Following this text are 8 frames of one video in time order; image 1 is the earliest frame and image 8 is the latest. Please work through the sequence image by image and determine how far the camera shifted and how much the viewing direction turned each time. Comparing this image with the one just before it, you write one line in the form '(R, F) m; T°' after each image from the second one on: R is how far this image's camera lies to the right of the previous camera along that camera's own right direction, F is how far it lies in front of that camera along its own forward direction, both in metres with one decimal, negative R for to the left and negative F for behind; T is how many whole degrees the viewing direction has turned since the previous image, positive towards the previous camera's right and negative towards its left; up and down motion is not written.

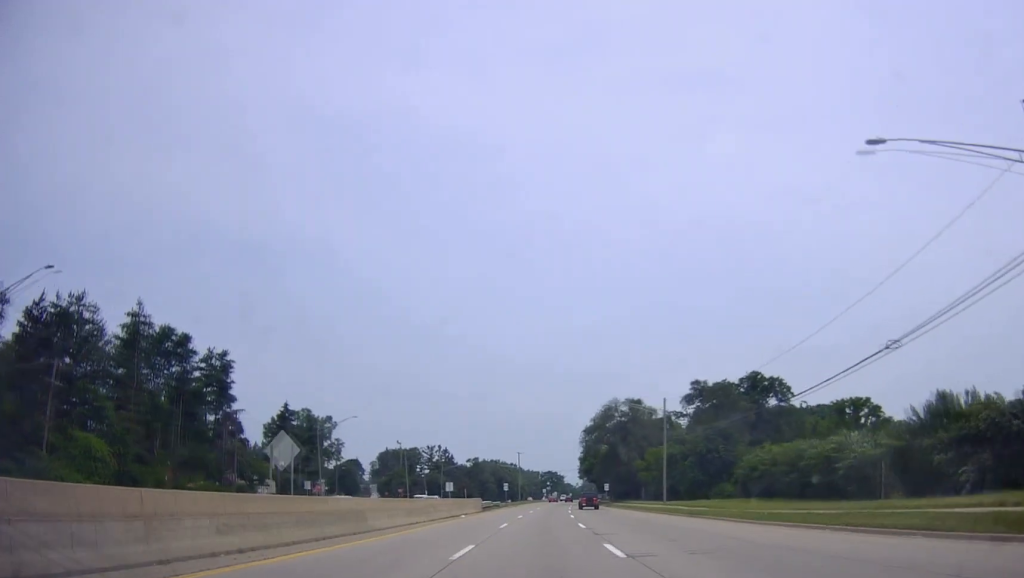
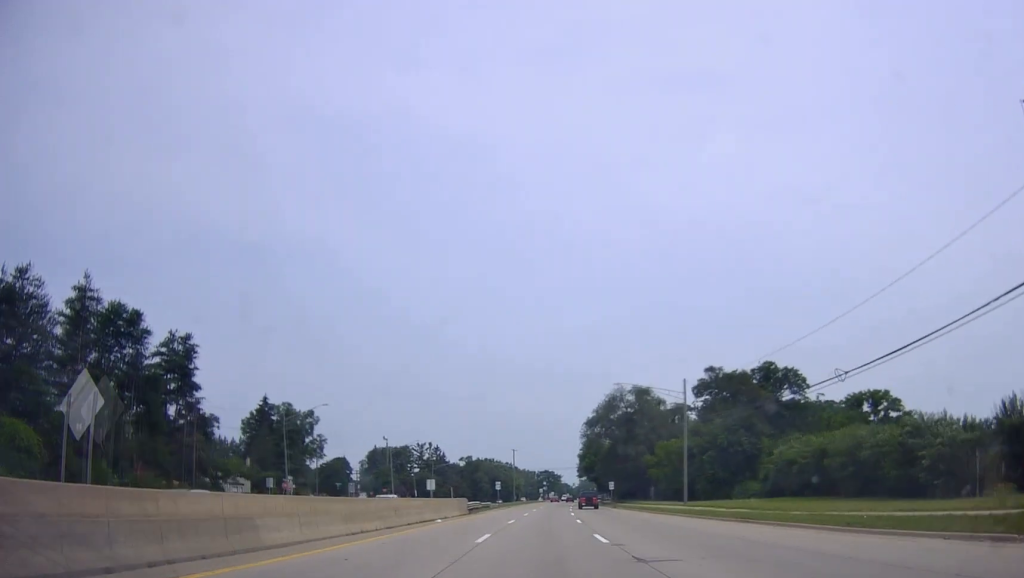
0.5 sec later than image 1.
(0.0, +10.5) m; 0°
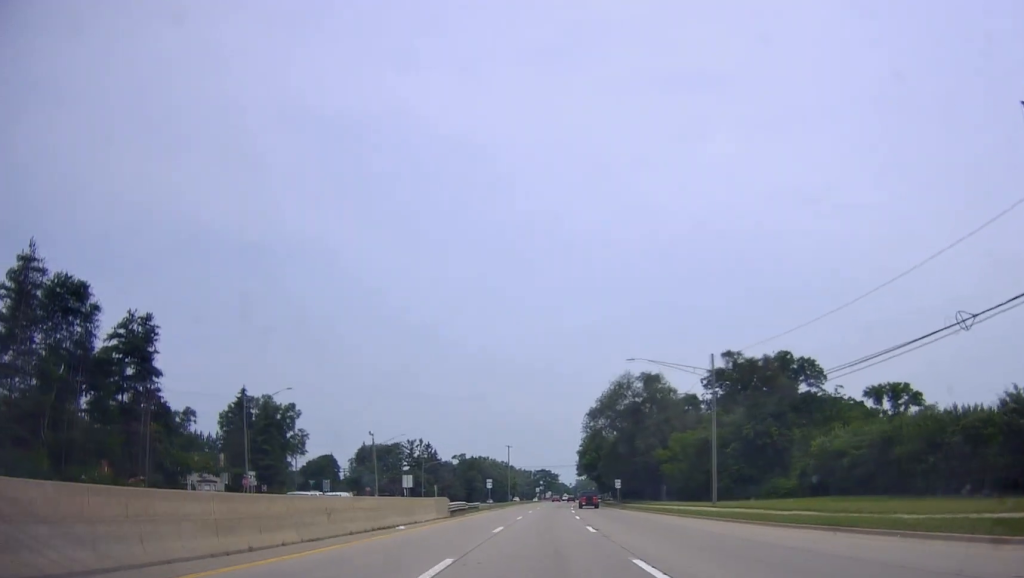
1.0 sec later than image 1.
(+0.4, +9.8) m; 0°
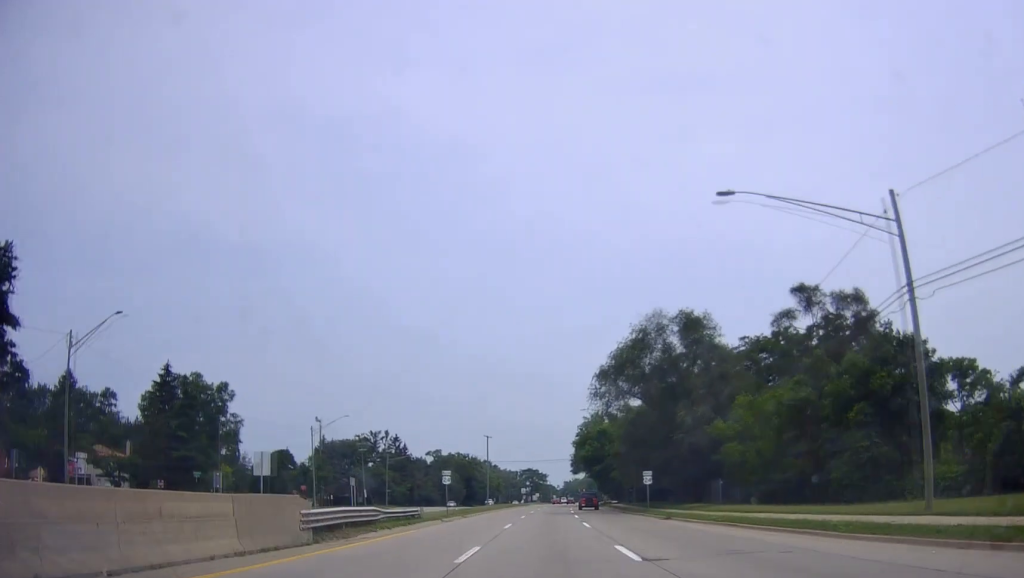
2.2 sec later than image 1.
(-0.5, +26.7) m; 0°
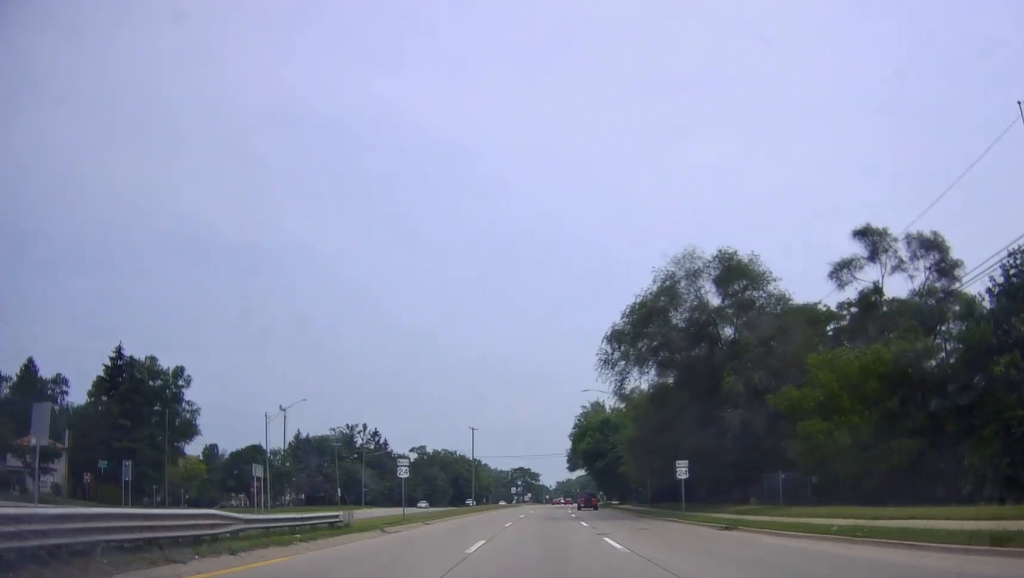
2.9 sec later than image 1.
(+0.4, +13.1) m; +3°
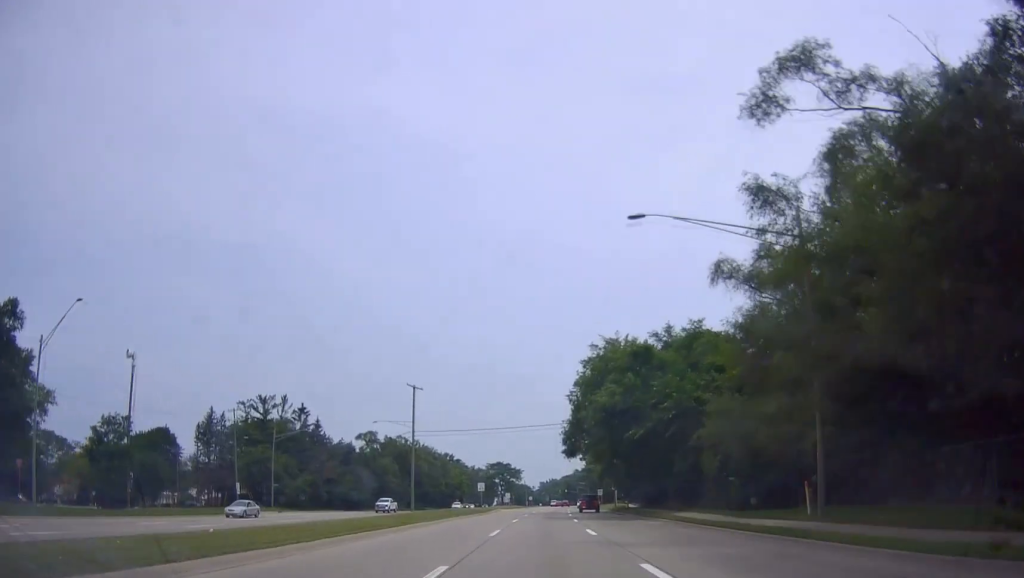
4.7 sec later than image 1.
(+1.3, +37.5) m; +2°
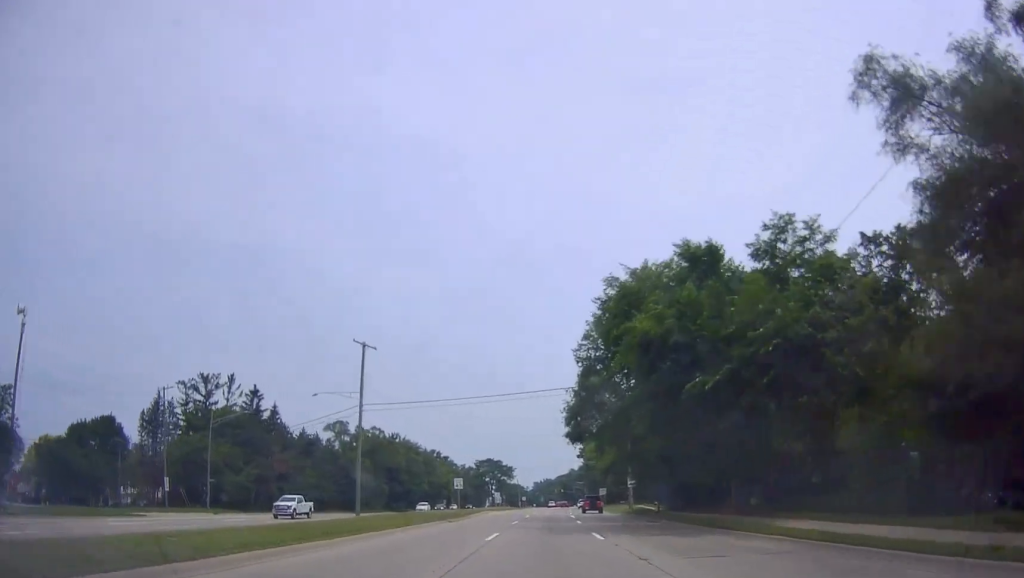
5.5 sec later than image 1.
(-0.3, +17.4) m; 0°
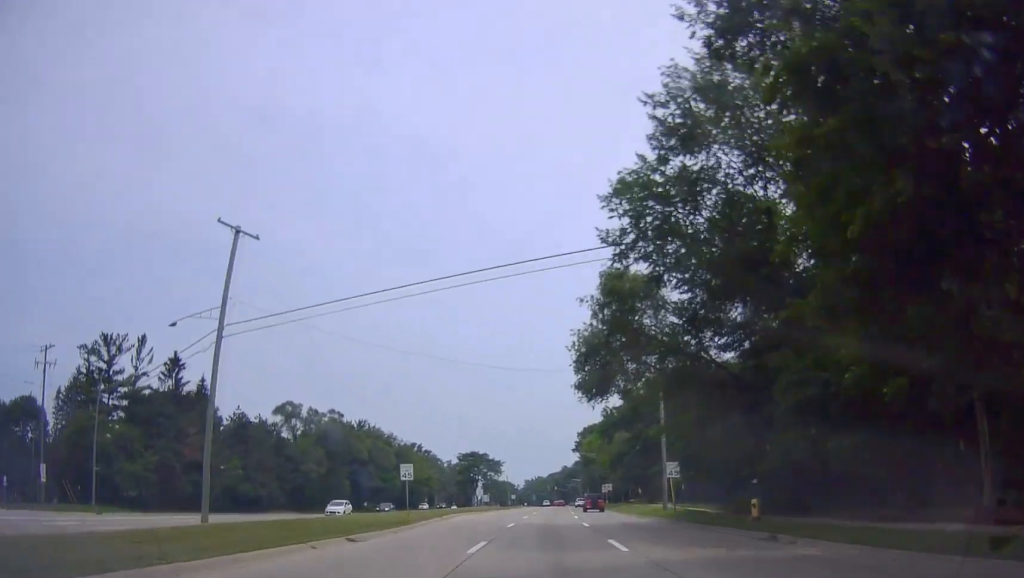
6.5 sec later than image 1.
(+0.5, +21.0) m; +1°
